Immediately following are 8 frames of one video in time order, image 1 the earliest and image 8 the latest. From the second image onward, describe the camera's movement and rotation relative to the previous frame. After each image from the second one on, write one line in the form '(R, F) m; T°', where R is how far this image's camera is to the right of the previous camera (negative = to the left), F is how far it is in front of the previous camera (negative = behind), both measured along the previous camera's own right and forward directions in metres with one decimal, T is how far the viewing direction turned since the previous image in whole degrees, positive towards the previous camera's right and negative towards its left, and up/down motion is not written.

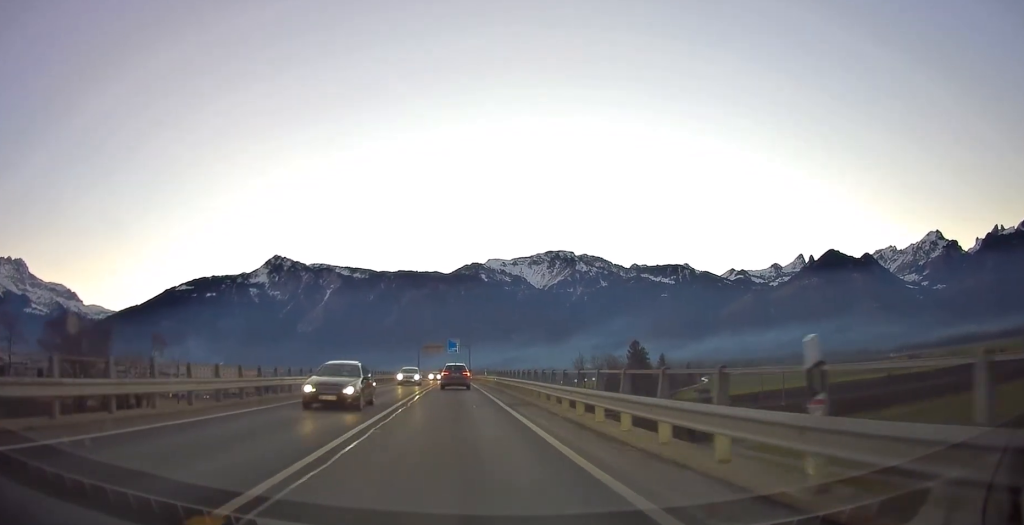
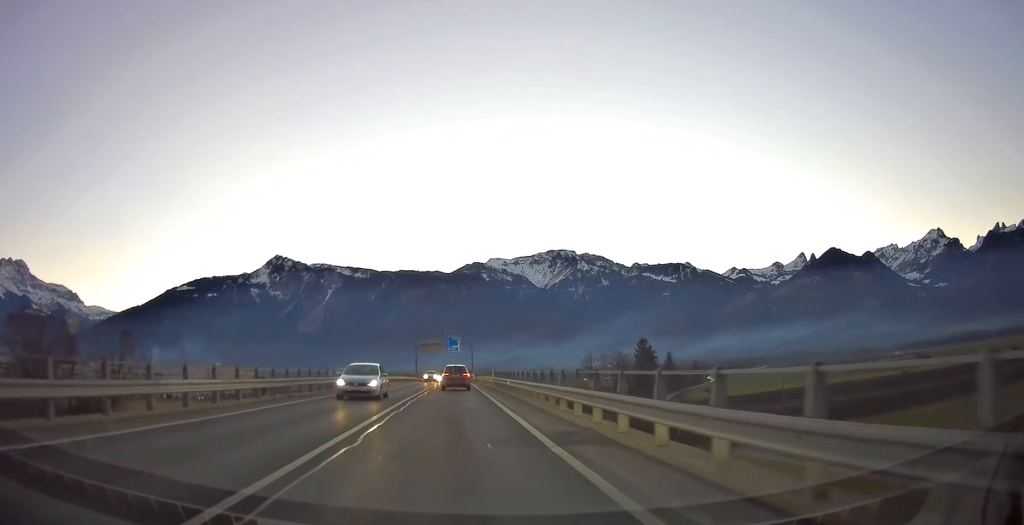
(-0.1, +10.0) m; -1°
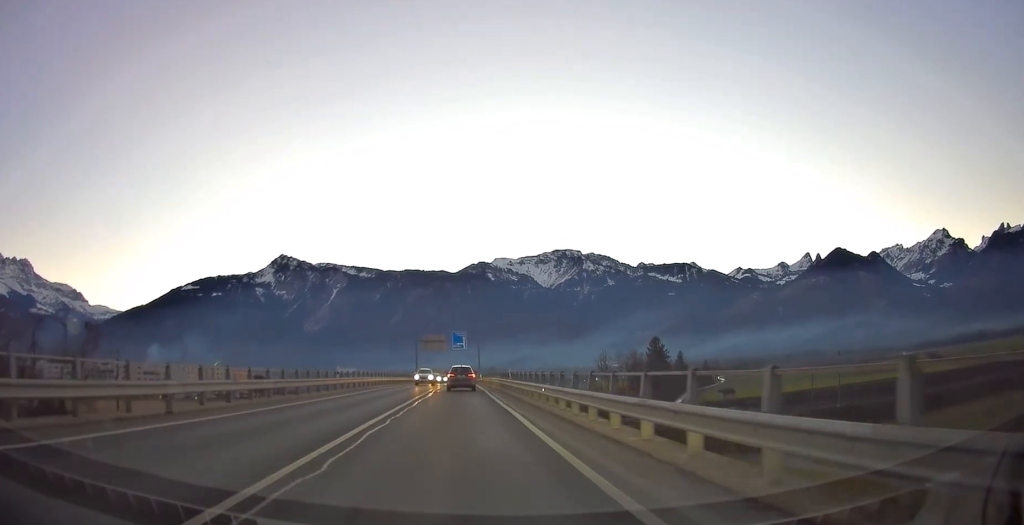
(-0.1, +10.9) m; 0°
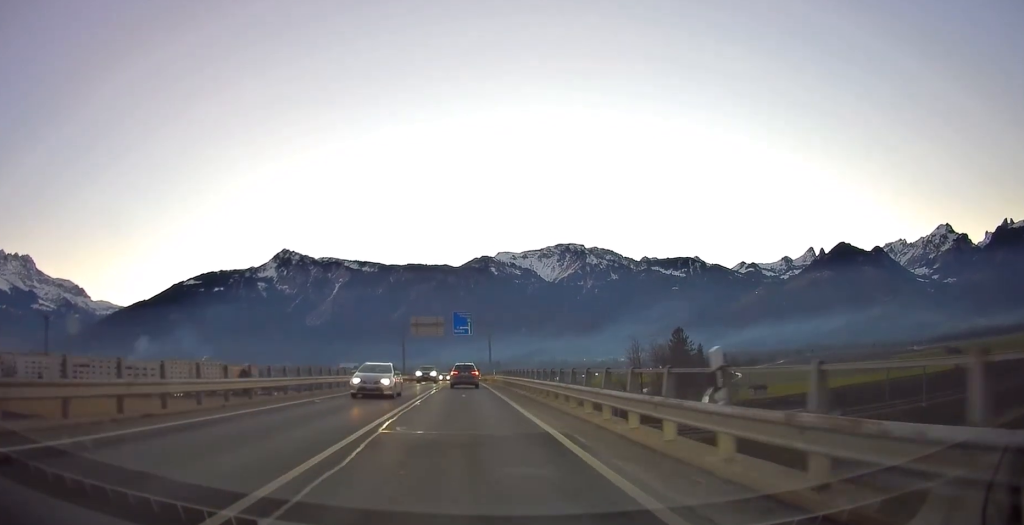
(0.0, +25.9) m; -1°
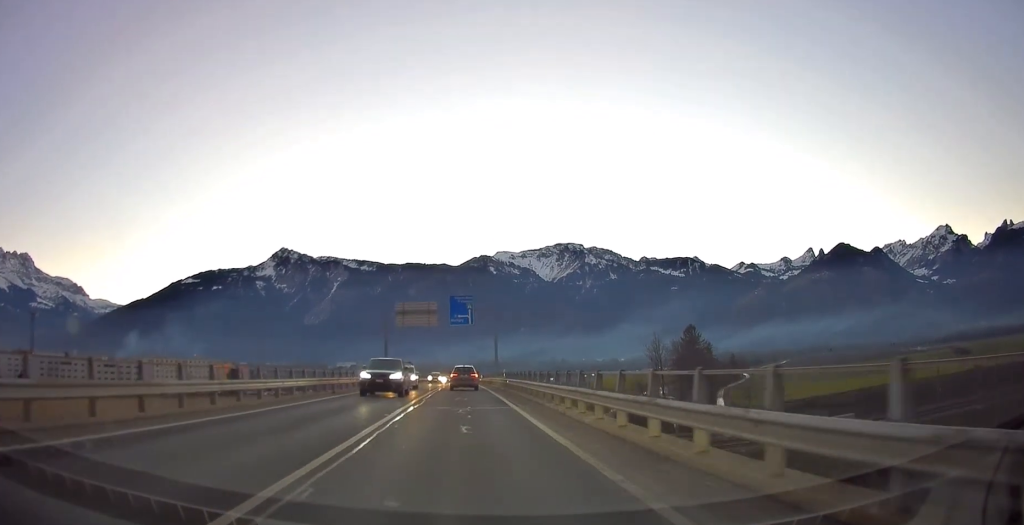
(0.0, +14.9) m; 0°
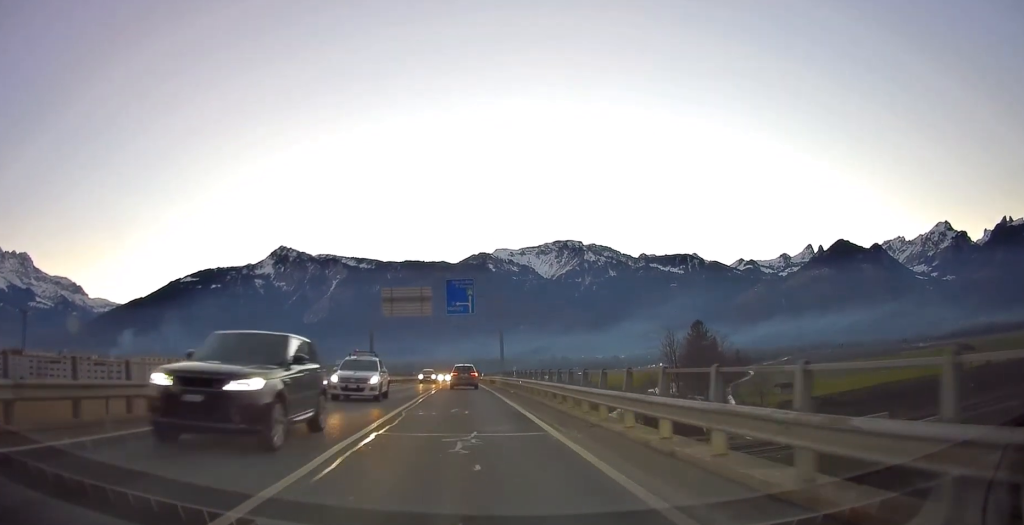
(0.0, +8.1) m; 0°
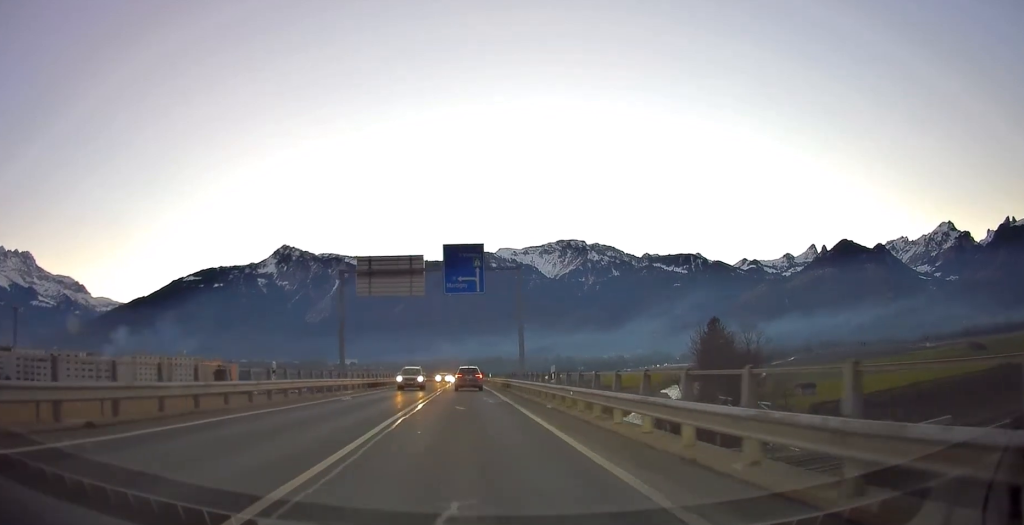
(+0.1, +12.5) m; 0°
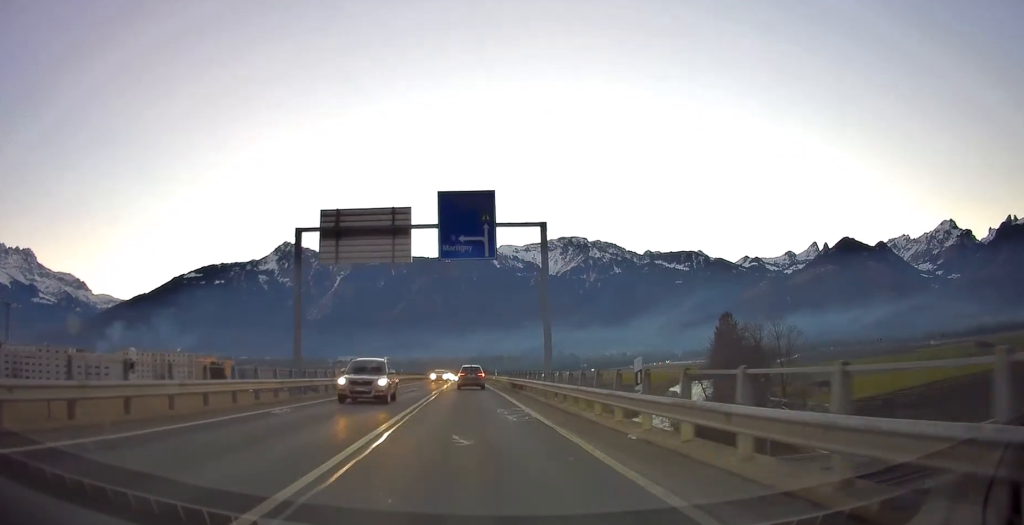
(0.0, +9.7) m; -1°
